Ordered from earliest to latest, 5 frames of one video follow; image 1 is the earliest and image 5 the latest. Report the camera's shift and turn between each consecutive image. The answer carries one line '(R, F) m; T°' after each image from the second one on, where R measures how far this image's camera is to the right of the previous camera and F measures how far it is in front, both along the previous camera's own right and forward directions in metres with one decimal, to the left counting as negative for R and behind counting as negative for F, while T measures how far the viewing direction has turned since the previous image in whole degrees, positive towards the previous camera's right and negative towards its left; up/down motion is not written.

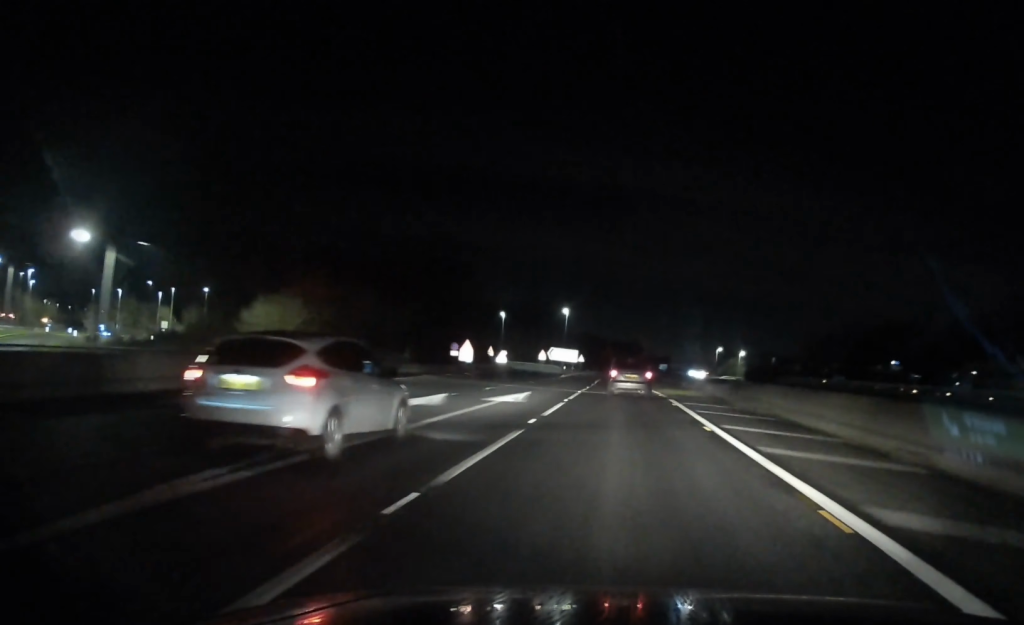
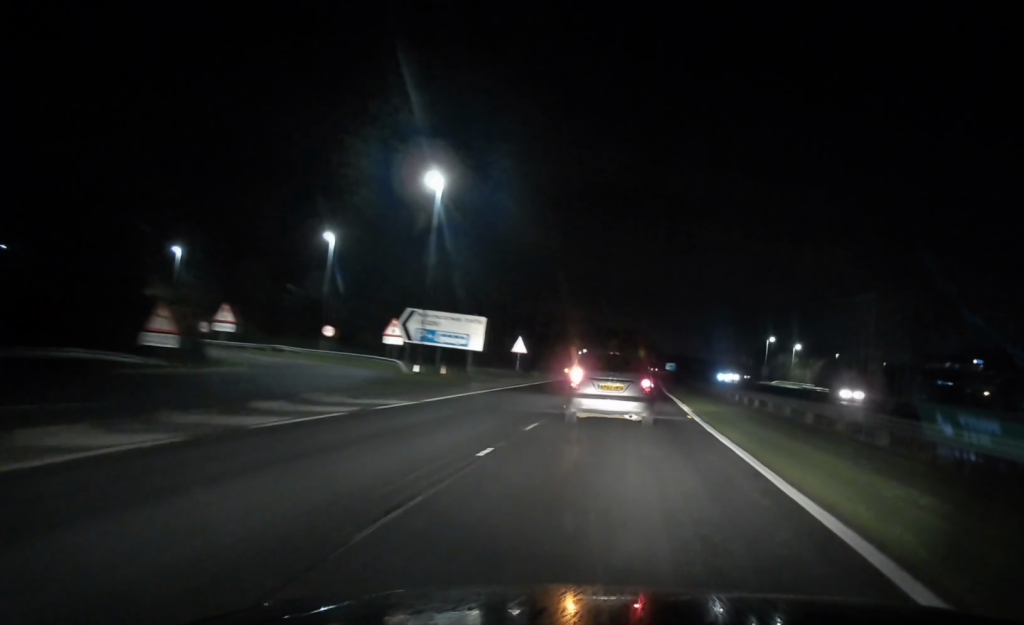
(-3.7, +96.5) m; -2°
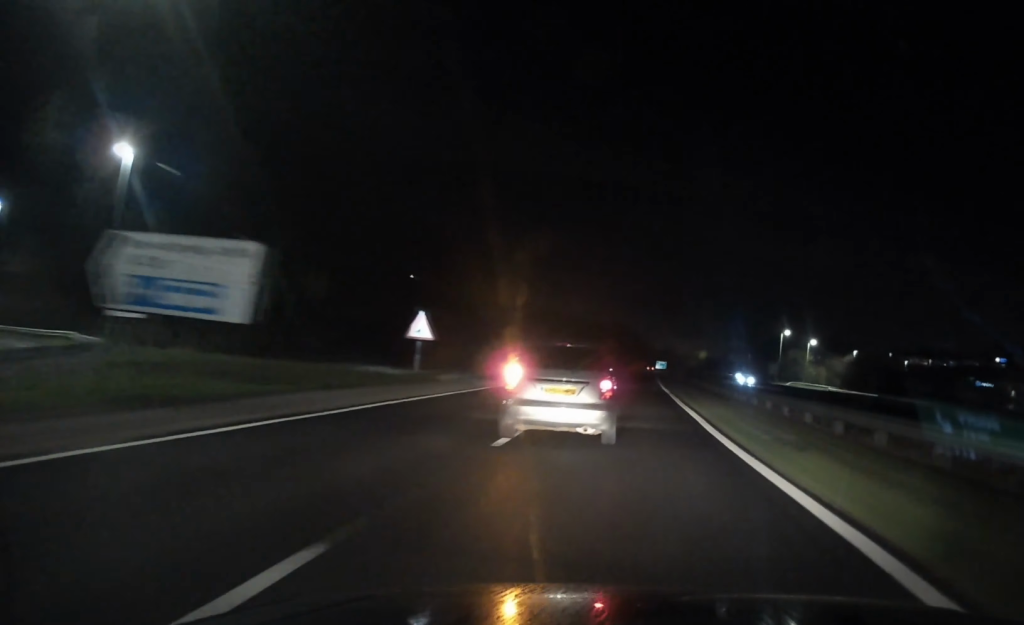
(+0.1, +29.0) m; +1°
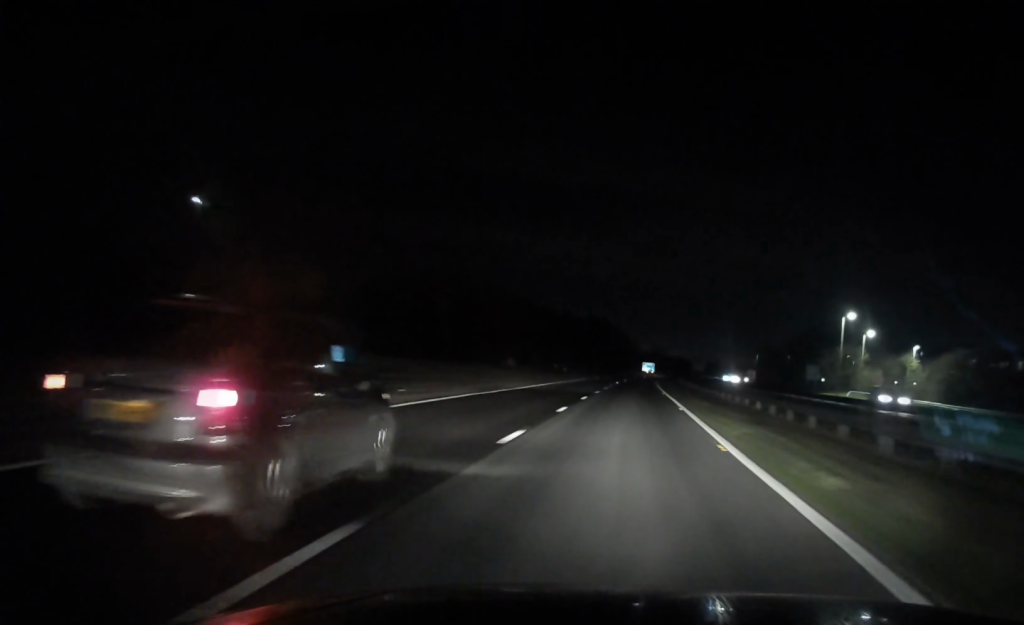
(+0.8, +51.6) m; +1°
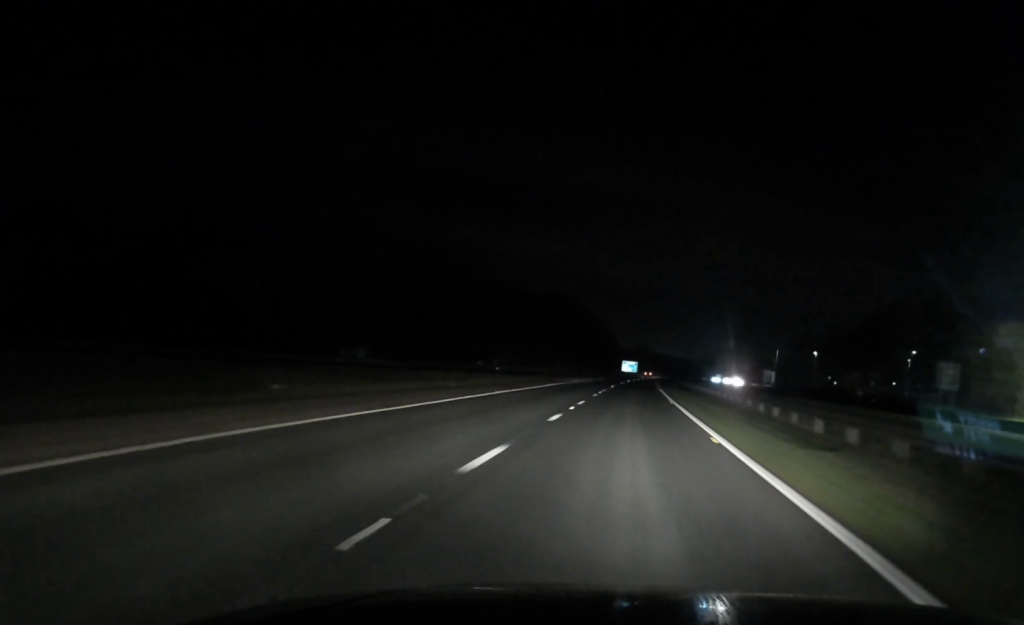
(+0.4, +60.4) m; +2°
